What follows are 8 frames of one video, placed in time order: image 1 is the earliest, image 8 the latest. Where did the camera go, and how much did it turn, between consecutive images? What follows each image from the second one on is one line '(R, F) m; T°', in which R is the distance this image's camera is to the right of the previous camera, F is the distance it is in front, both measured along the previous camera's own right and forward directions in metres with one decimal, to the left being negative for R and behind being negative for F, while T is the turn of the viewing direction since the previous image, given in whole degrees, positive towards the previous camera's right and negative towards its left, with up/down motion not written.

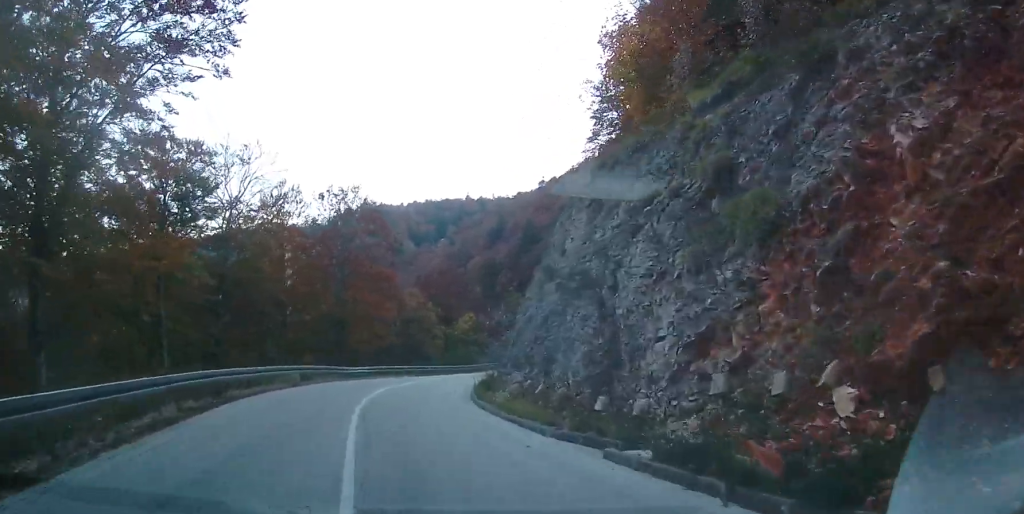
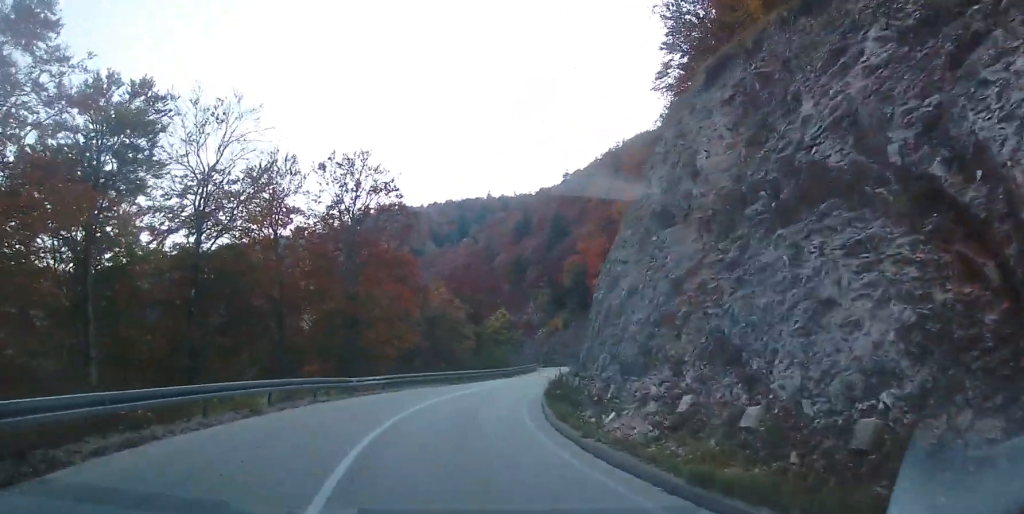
(-0.2, +8.6) m; -1°
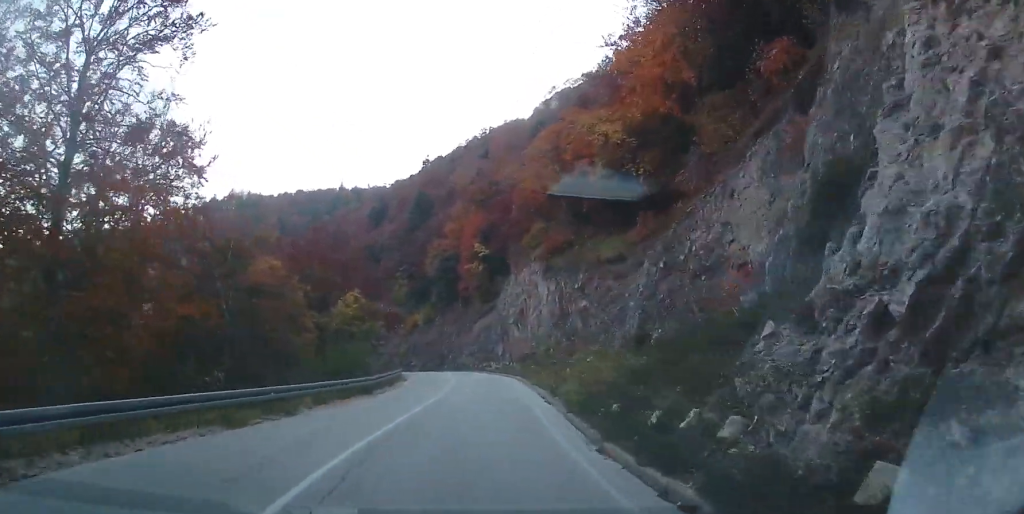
(+2.0, +20.0) m; +13°
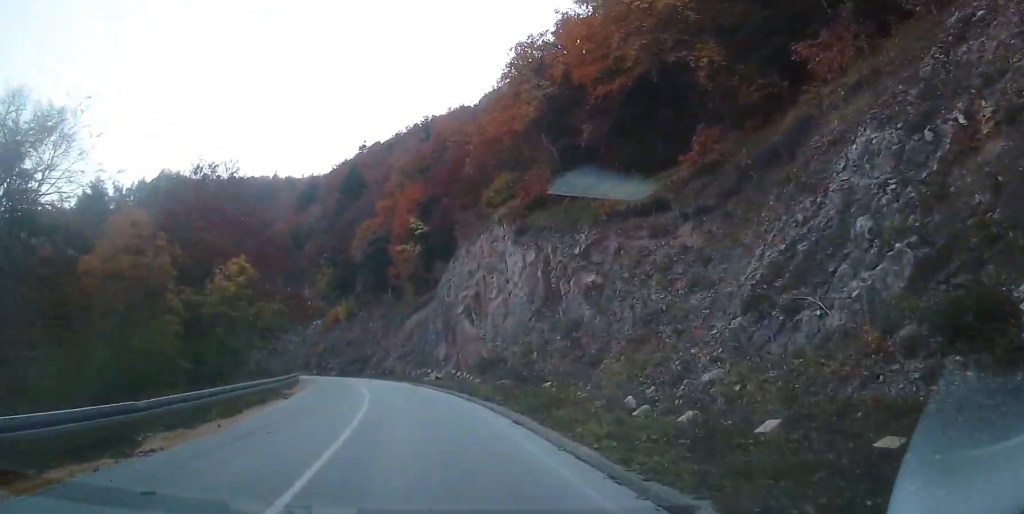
(+0.8, +16.9) m; +5°
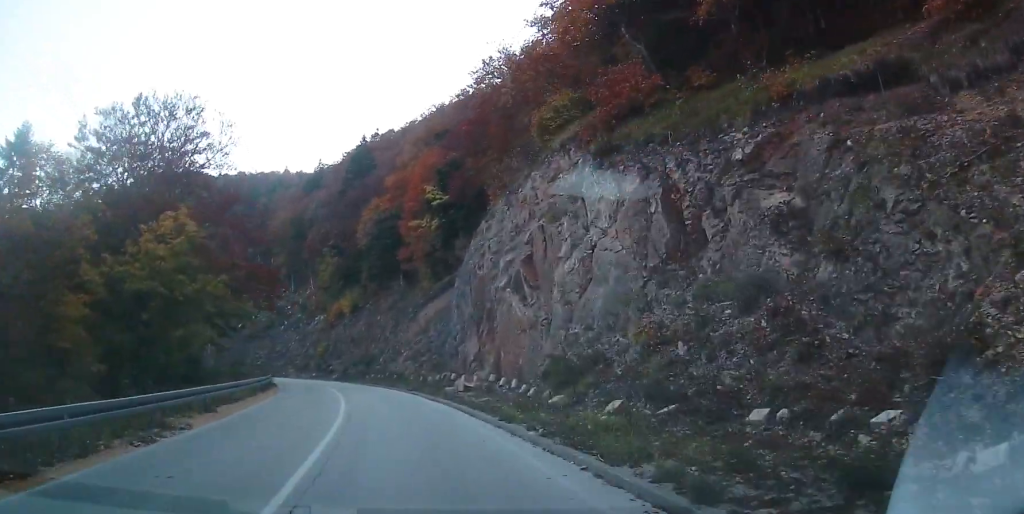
(+0.6, +13.3) m; 0°
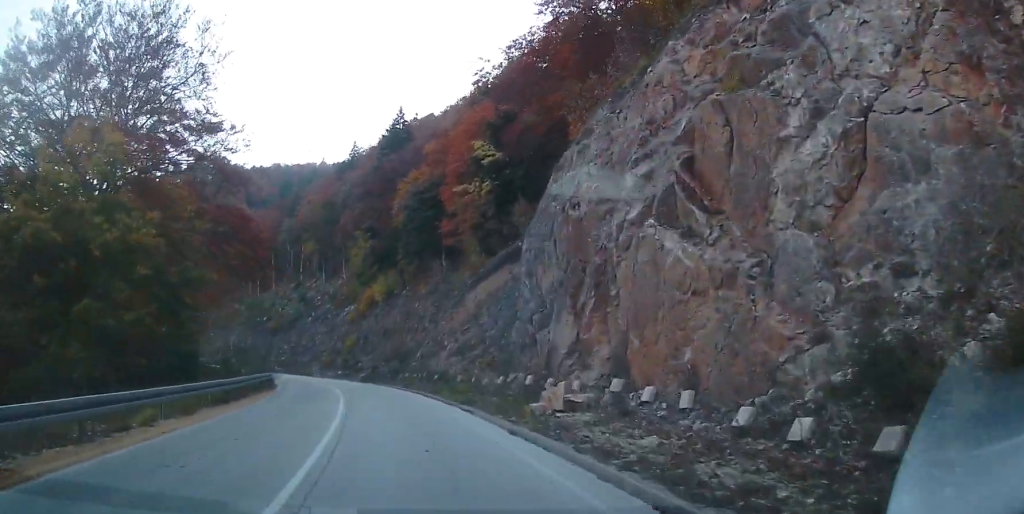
(-0.6, +11.2) m; -4°
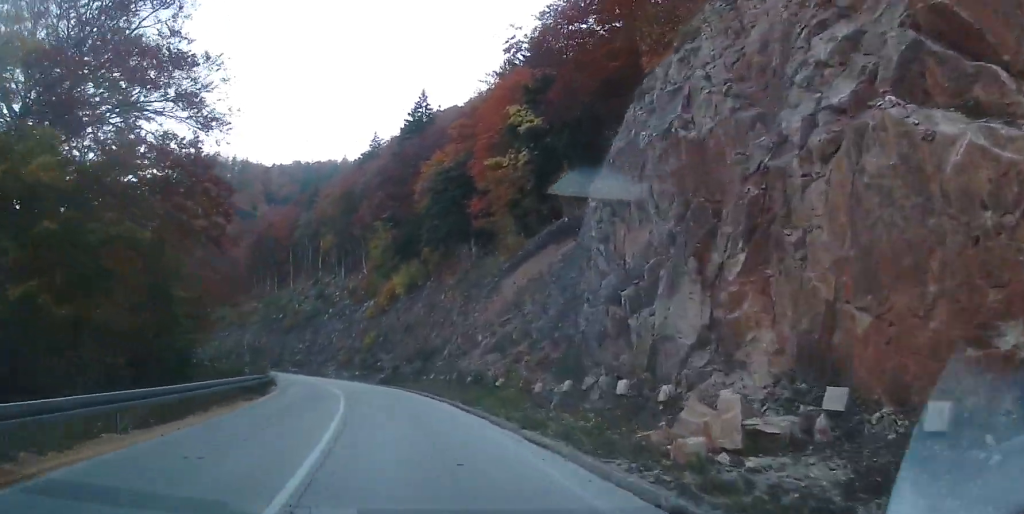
(-0.2, +6.4) m; -2°
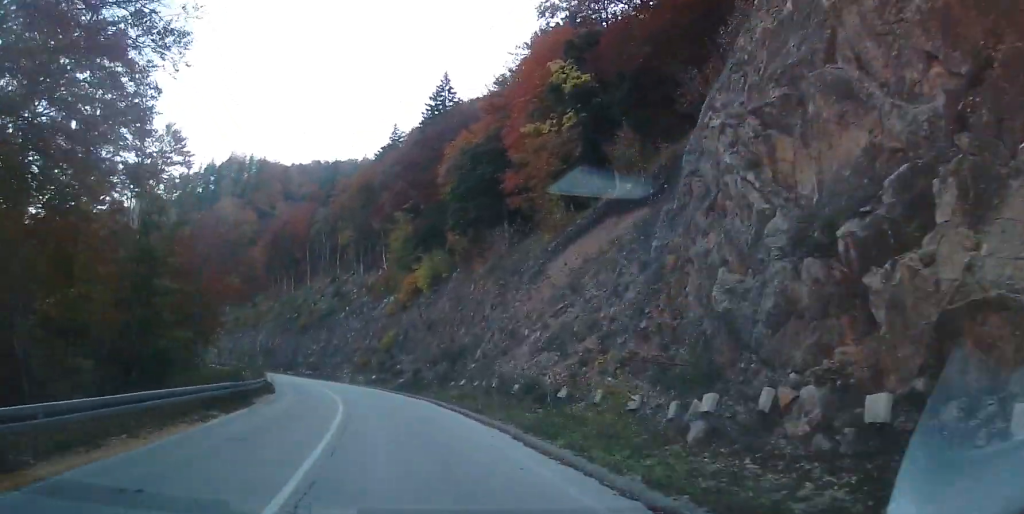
(0.0, +6.4) m; -2°
